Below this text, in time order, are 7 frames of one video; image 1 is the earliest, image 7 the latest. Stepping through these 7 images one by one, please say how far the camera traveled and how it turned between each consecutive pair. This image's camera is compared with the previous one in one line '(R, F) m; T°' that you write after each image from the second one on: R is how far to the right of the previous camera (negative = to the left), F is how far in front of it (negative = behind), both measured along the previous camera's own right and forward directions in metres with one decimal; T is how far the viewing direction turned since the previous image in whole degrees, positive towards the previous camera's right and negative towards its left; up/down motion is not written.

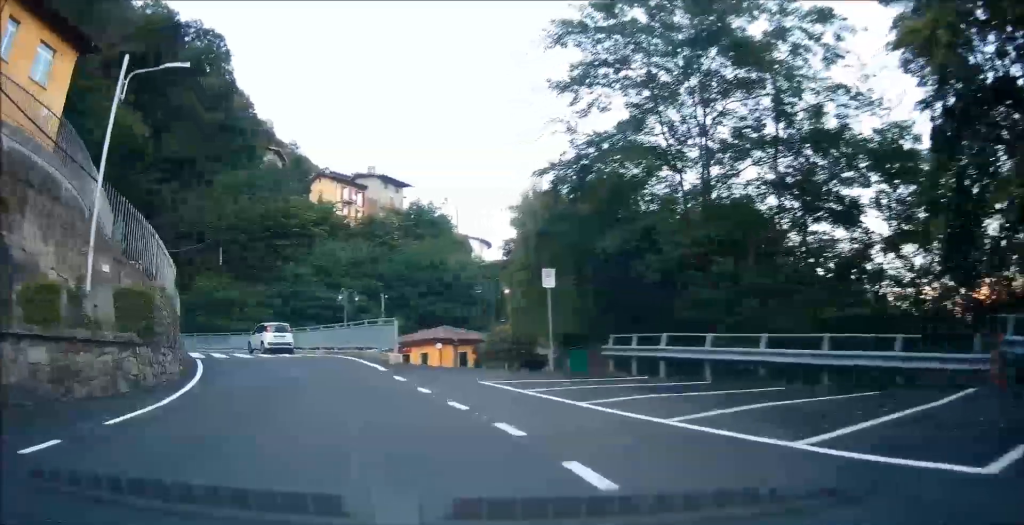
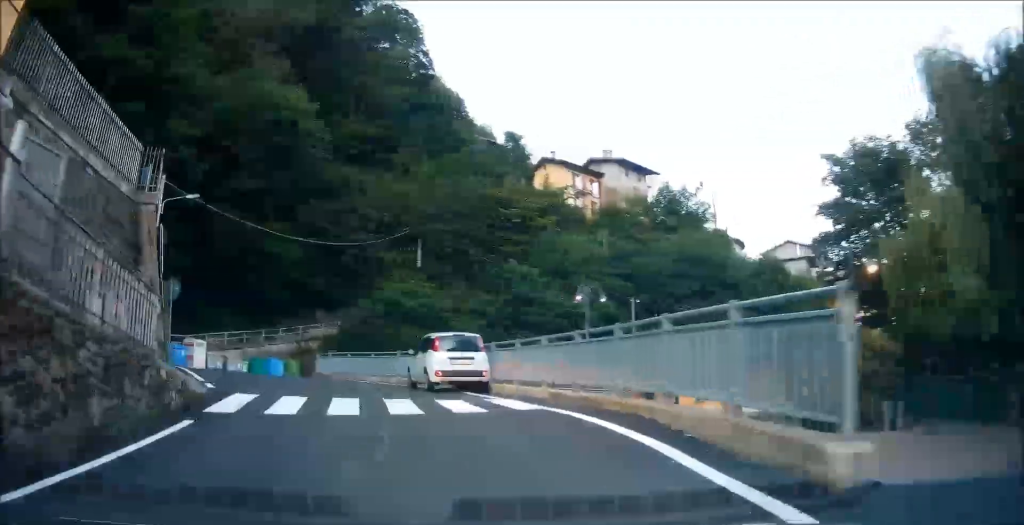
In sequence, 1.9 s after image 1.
(-1.6, +16.0) m; -13°
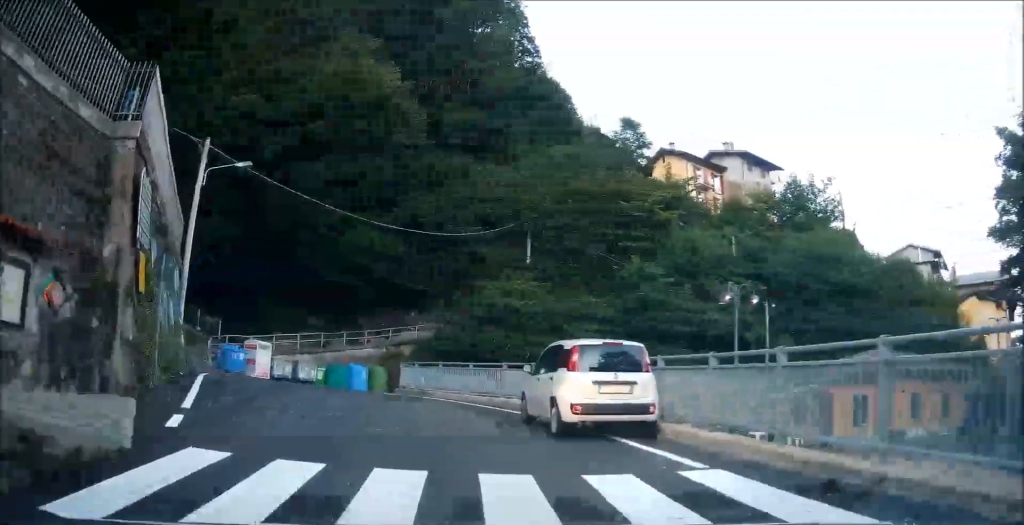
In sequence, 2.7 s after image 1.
(-0.8, +6.8) m; -9°
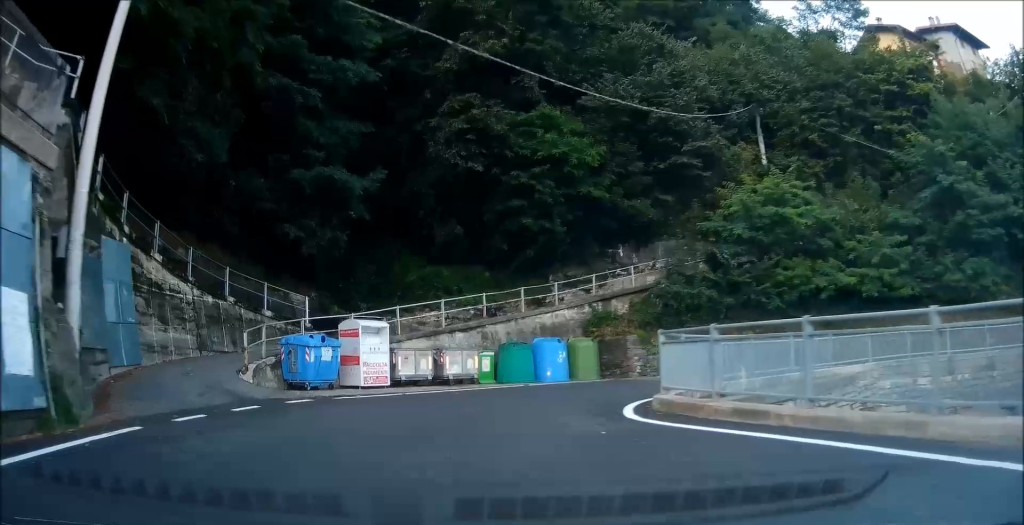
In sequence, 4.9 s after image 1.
(-3.9, +15.8) m; -24°
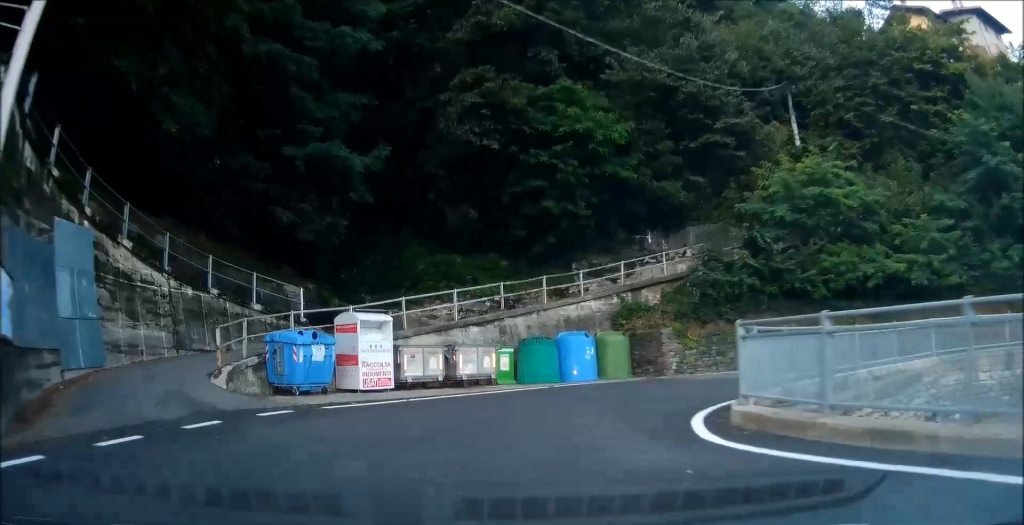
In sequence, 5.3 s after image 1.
(0.0, +2.7) m; +2°
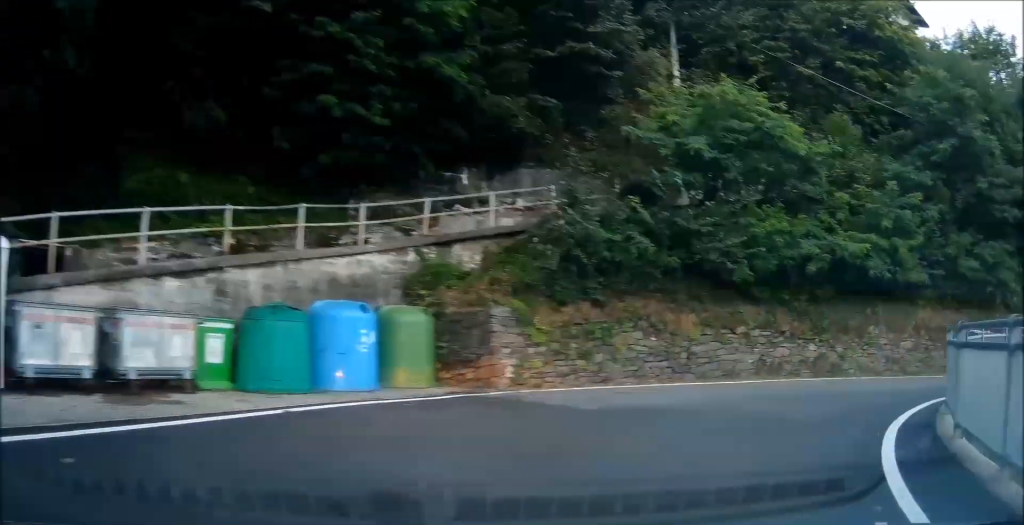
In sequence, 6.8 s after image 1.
(+1.2, +9.3) m; +7°
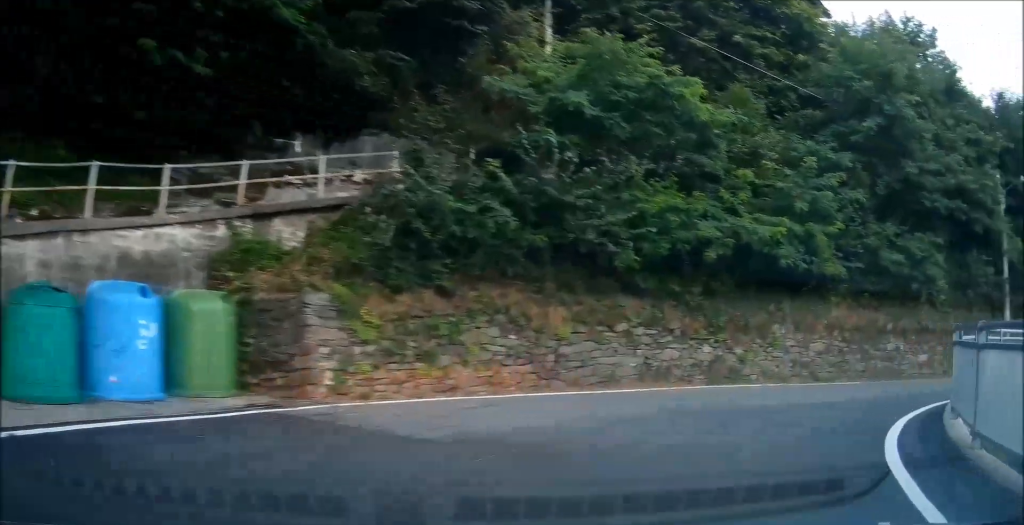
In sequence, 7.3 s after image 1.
(0.0, +3.0) m; +2°
